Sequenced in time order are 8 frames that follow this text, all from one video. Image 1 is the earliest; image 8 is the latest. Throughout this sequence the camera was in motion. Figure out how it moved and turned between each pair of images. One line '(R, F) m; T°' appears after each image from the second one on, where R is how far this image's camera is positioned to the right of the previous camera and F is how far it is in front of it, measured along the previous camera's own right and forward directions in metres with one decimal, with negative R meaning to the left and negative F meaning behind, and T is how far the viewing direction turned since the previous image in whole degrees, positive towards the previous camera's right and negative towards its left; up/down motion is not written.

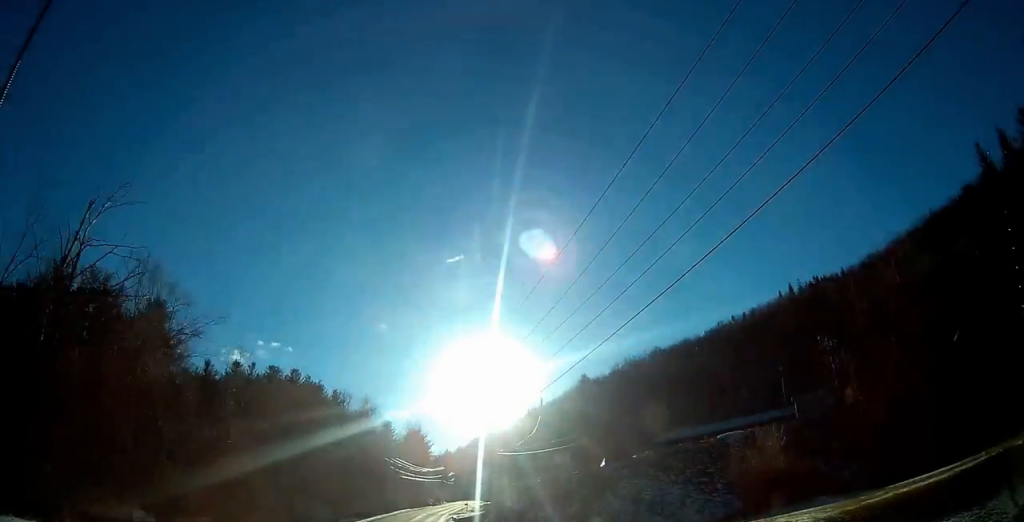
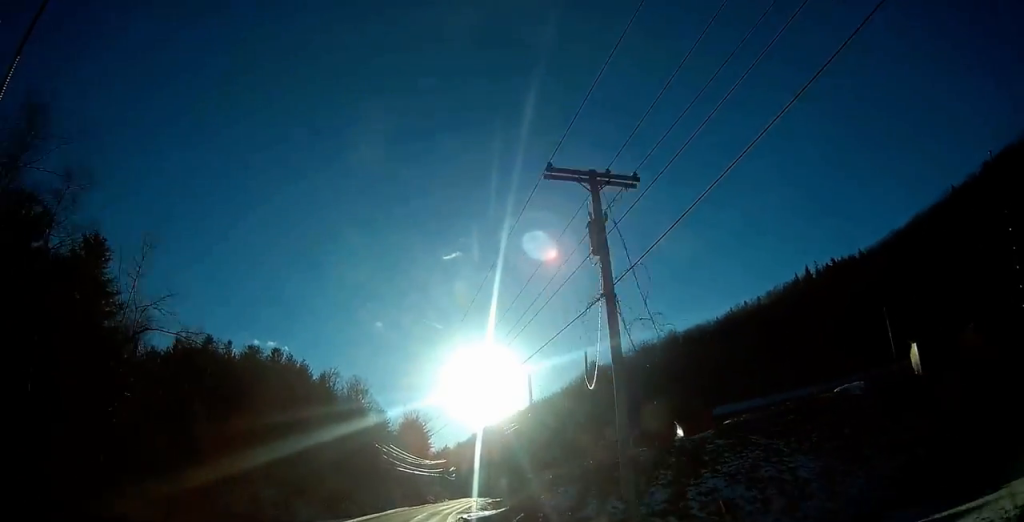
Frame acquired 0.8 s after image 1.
(+0.1, +19.1) m; 0°
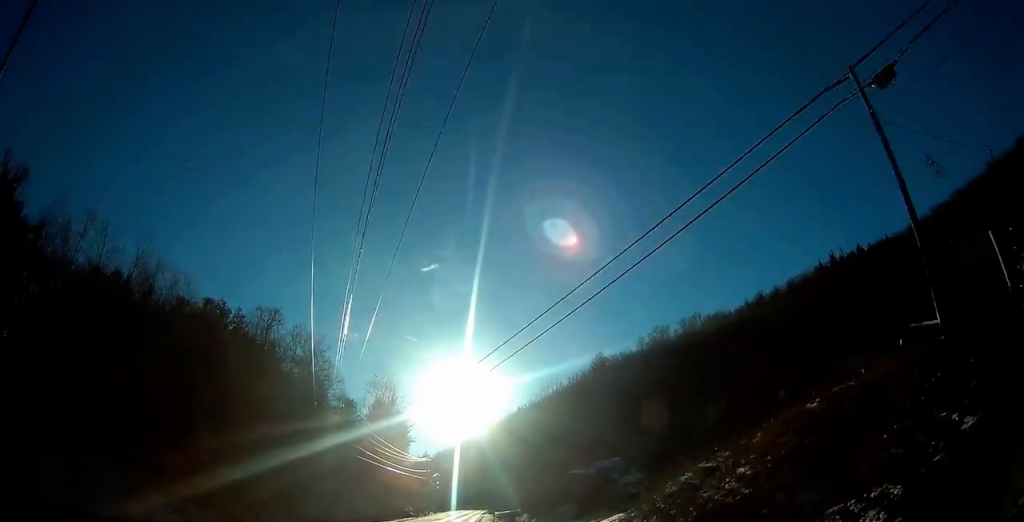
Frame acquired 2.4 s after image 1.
(+0.2, +37.4) m; +1°
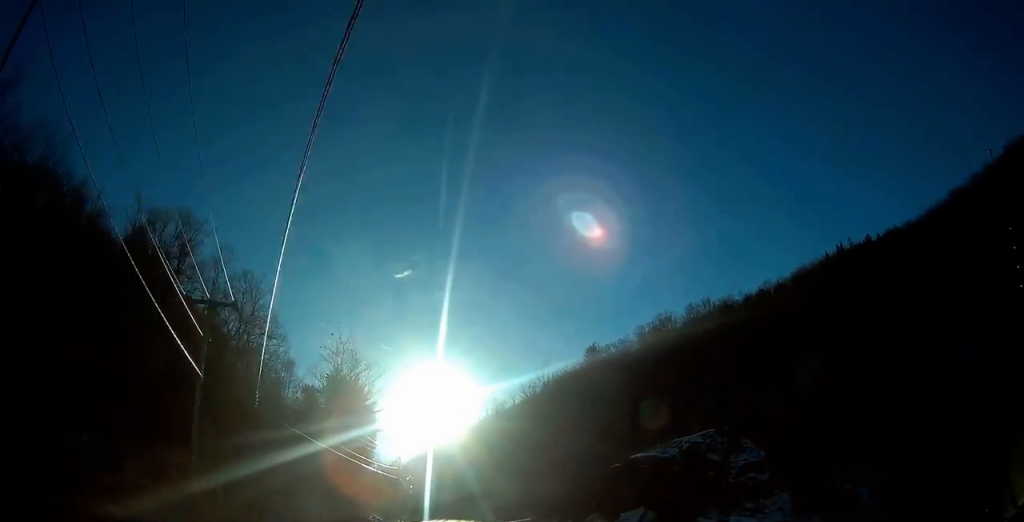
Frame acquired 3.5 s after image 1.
(+0.3, +24.4) m; +2°
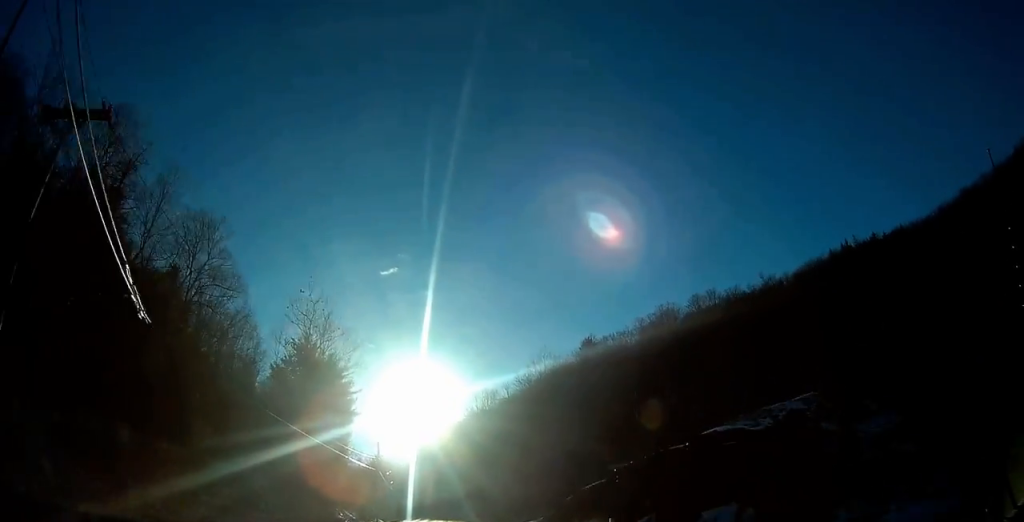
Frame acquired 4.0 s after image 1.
(+0.2, +12.0) m; +2°
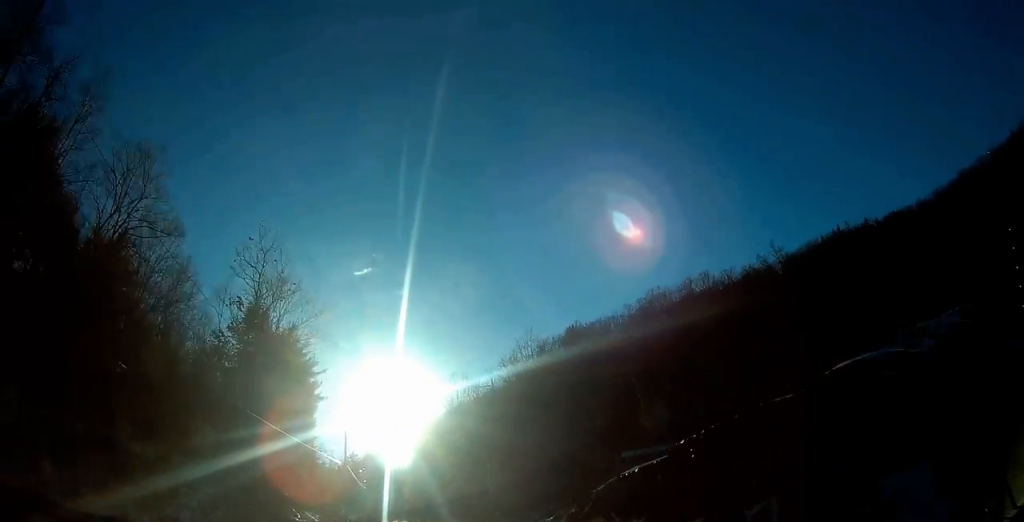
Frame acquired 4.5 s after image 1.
(0.0, +11.2) m; +2°
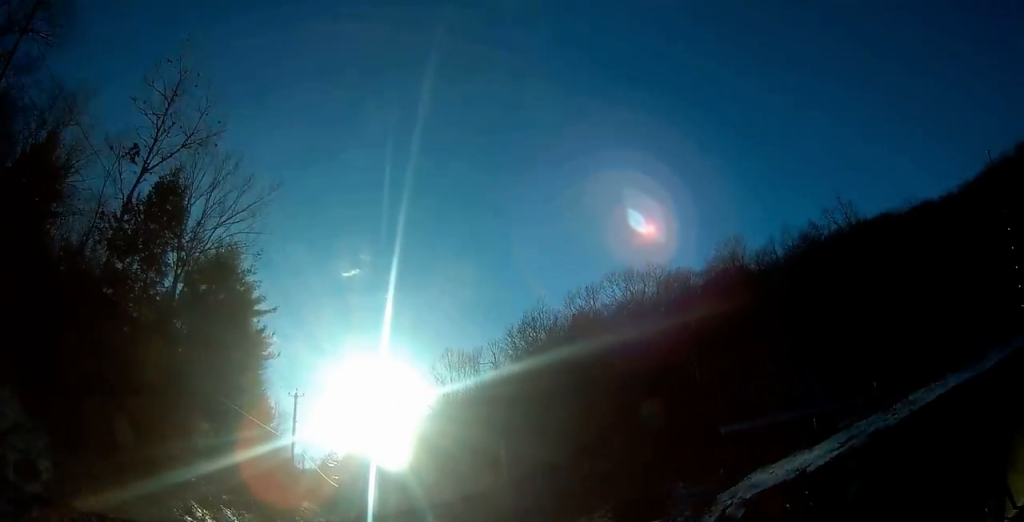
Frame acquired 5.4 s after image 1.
(+0.7, +20.0) m; +3°
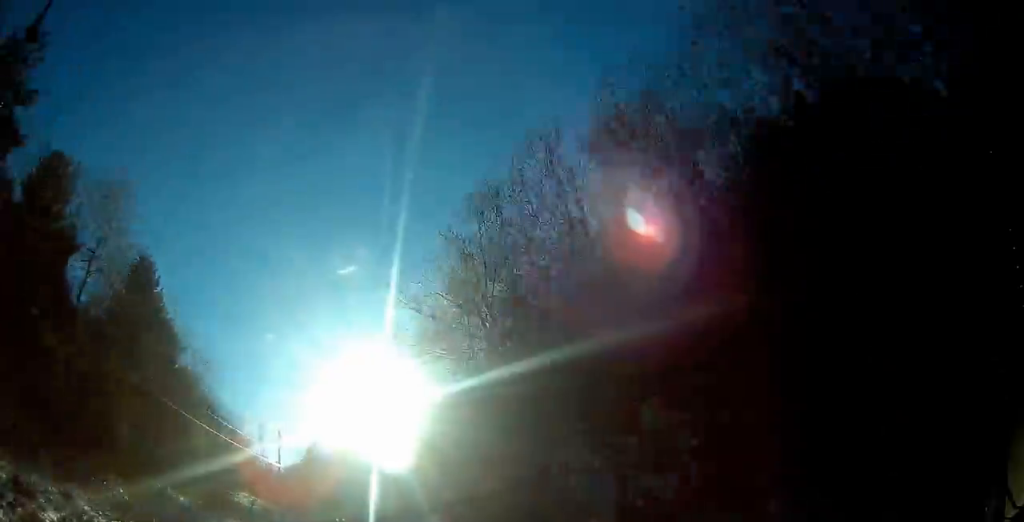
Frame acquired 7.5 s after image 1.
(+1.3, +45.8) m; +1°
